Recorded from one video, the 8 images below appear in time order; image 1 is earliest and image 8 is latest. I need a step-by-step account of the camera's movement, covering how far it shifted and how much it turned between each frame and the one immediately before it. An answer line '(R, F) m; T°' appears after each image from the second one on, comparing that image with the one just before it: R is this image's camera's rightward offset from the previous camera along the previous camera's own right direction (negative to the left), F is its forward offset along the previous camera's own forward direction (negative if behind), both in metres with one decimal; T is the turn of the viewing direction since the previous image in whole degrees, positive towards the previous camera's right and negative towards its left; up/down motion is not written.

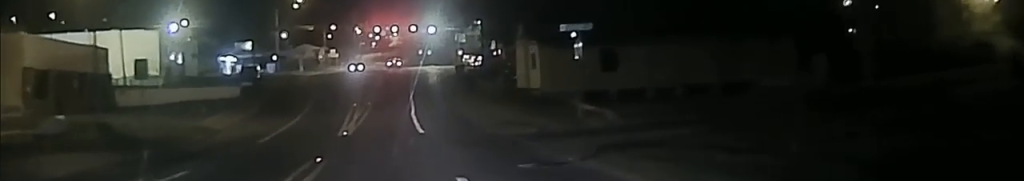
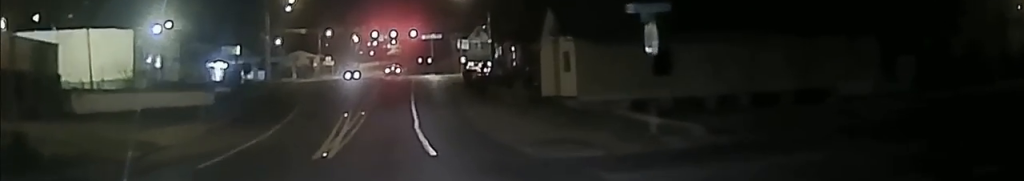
(0.0, +8.8) m; +1°
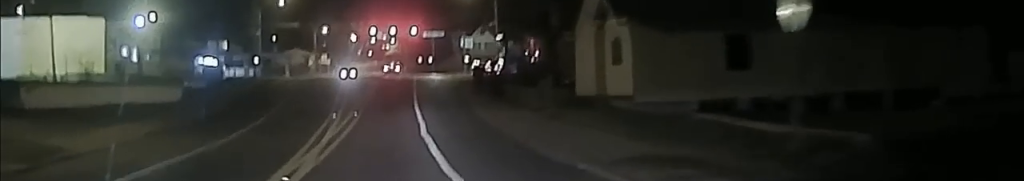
(+0.1, +7.7) m; +1°
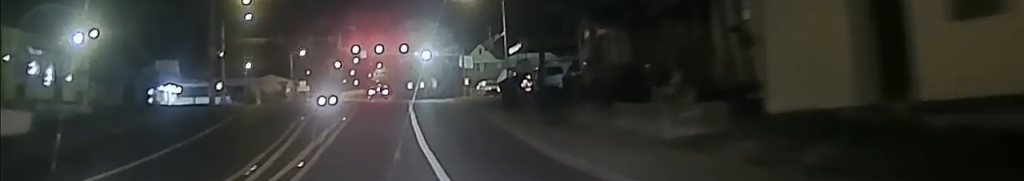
(+0.3, +17.6) m; 0°
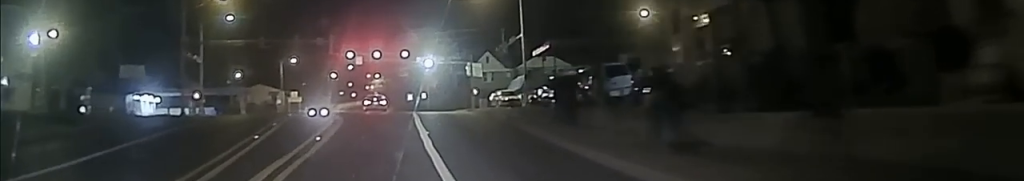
(-0.1, +11.8) m; -1°
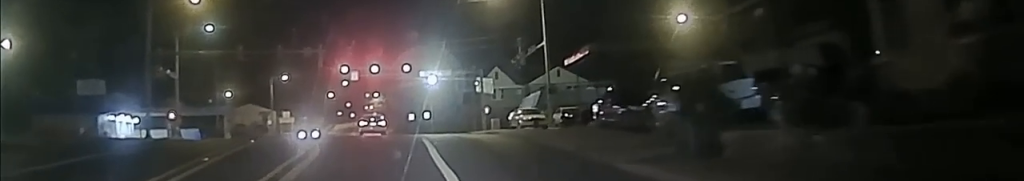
(-0.1, +12.1) m; 0°
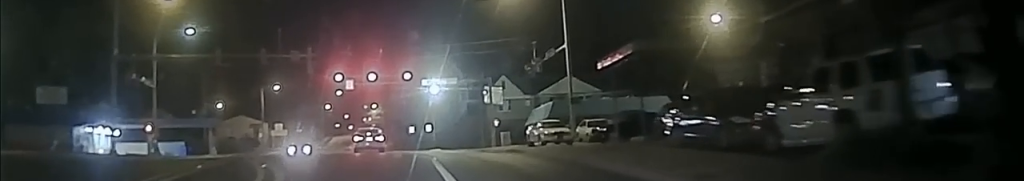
(0.0, +7.9) m; +1°
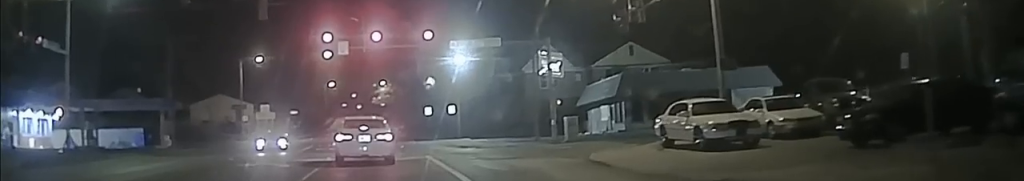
(-0.8, +22.8) m; -3°
